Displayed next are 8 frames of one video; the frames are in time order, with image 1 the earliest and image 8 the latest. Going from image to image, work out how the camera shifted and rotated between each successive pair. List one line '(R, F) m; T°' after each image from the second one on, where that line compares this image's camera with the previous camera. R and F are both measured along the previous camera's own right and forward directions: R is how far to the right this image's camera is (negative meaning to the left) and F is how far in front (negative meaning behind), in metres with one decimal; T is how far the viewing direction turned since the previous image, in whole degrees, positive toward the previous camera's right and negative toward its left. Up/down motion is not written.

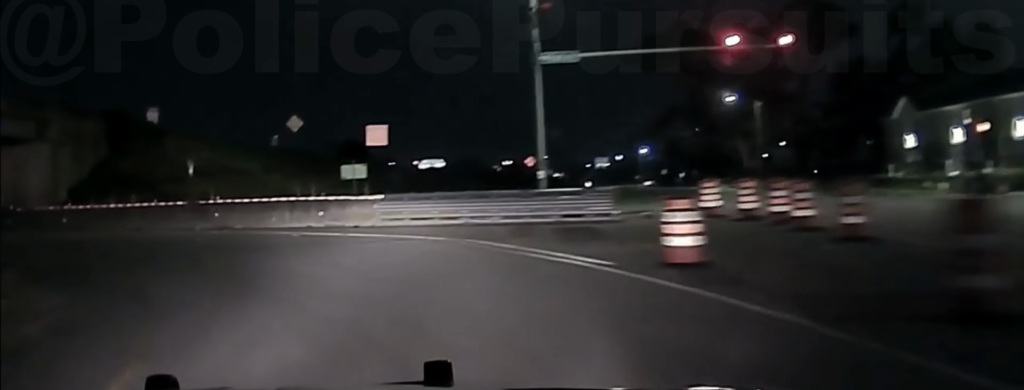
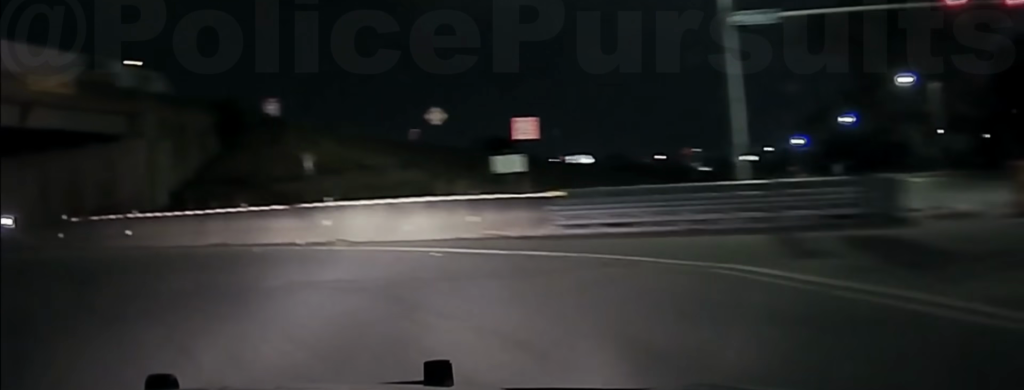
(+0.2, +7.4) m; -6°
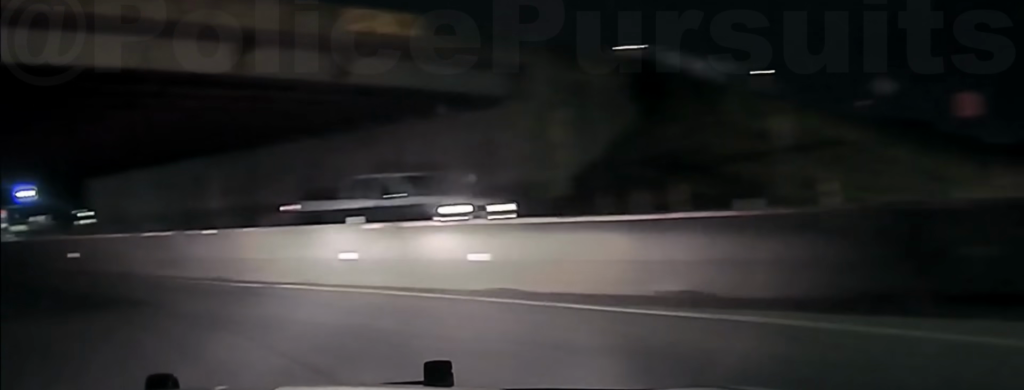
(-1.9, +13.1) m; -26°
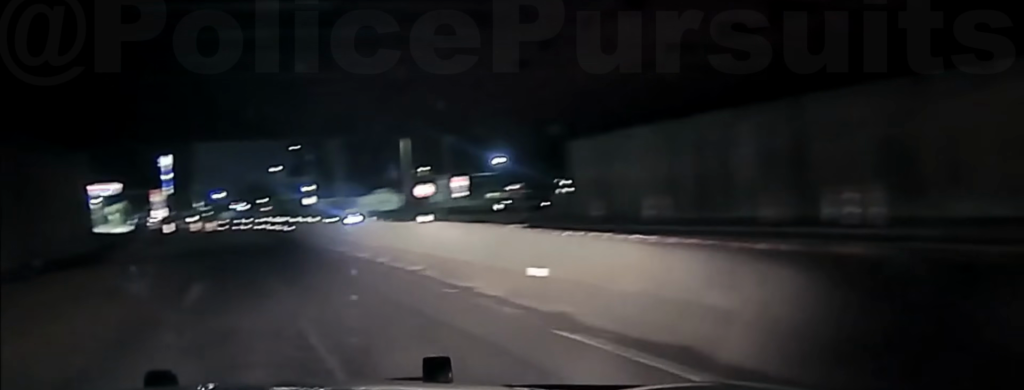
(-4.4, +12.2) m; -35°
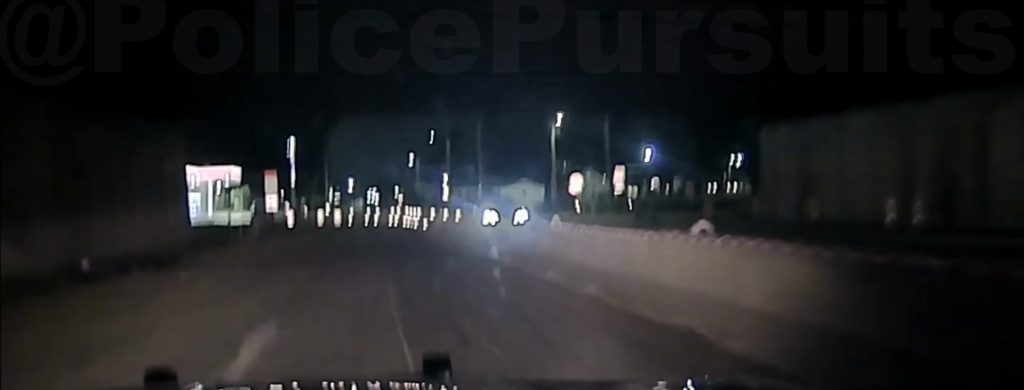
(-1.1, +8.5) m; -4°
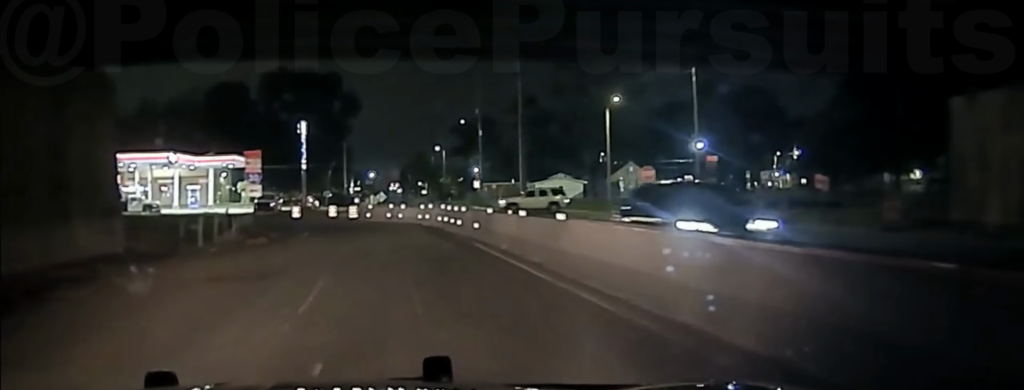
(-0.7, +15.1) m; -2°
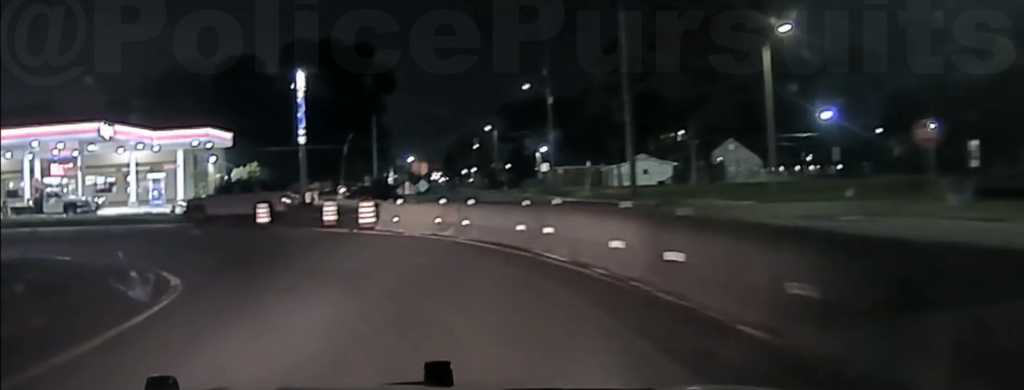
(-0.4, +26.6) m; -7°
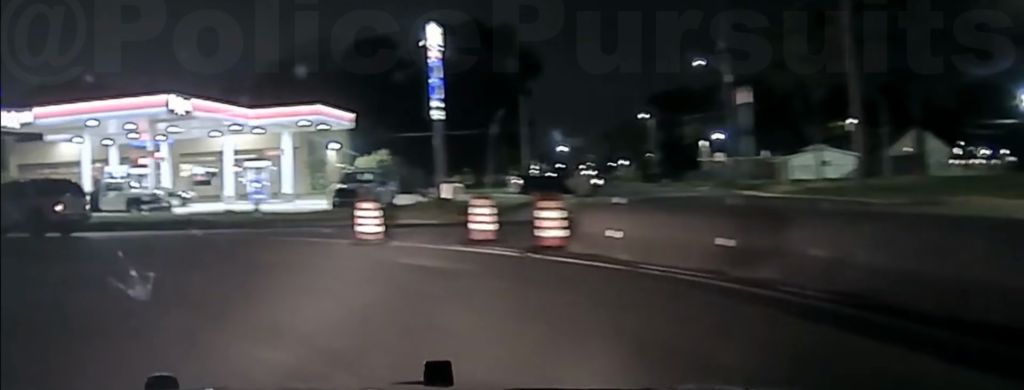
(-1.4, +12.4) m; -15°
